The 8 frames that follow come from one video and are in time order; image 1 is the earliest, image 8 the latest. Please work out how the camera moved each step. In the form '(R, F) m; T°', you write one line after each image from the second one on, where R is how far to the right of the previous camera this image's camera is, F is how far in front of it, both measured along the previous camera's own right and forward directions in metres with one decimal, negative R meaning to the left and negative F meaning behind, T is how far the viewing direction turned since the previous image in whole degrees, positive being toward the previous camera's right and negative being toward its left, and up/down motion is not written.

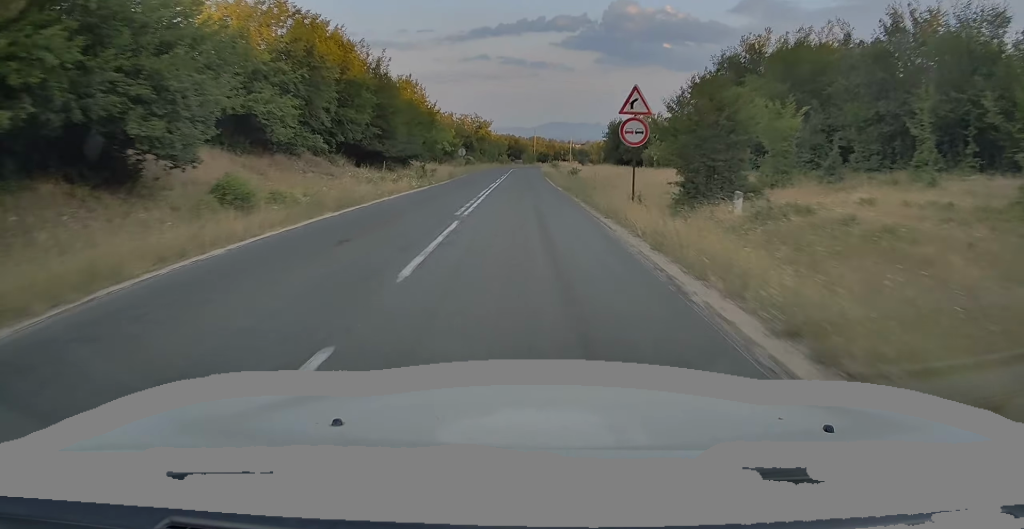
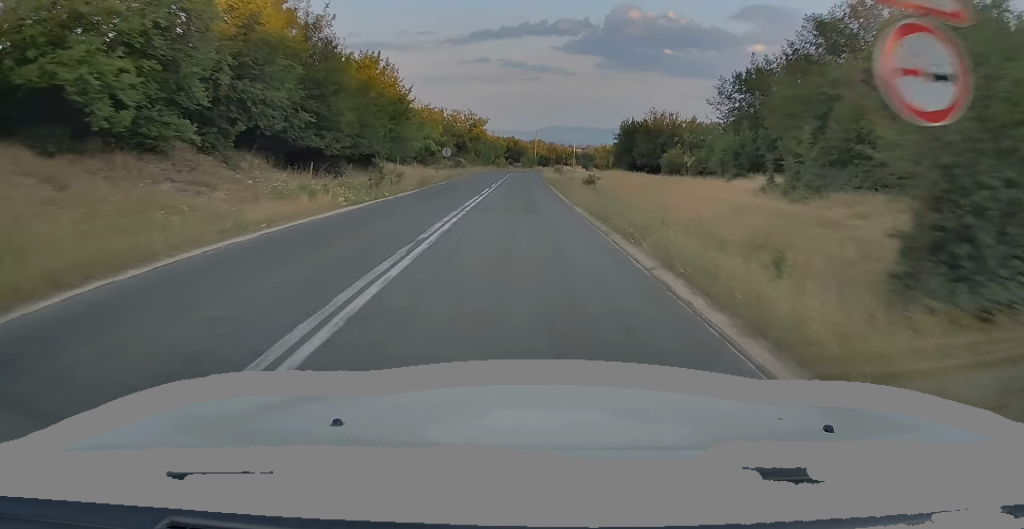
(0.0, +11.9) m; 0°
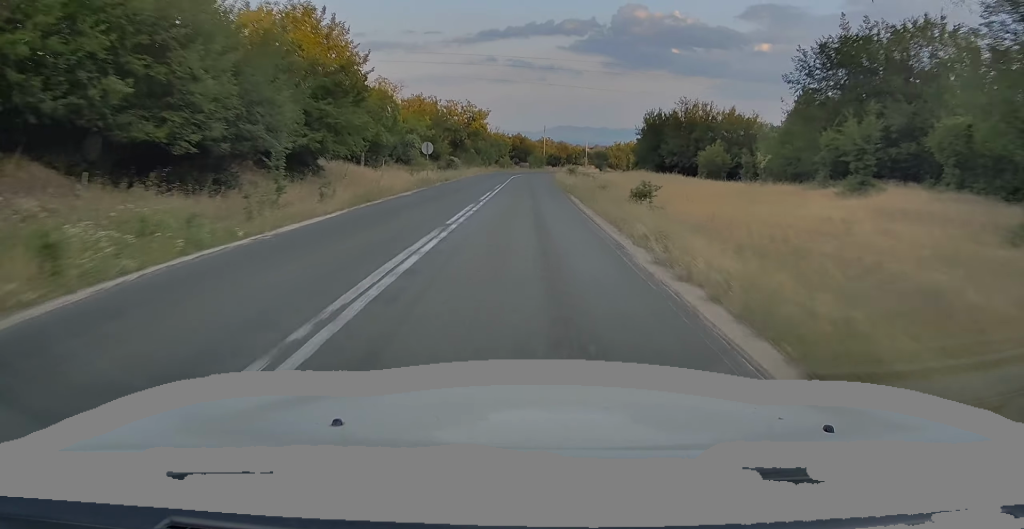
(-0.1, +13.1) m; 0°
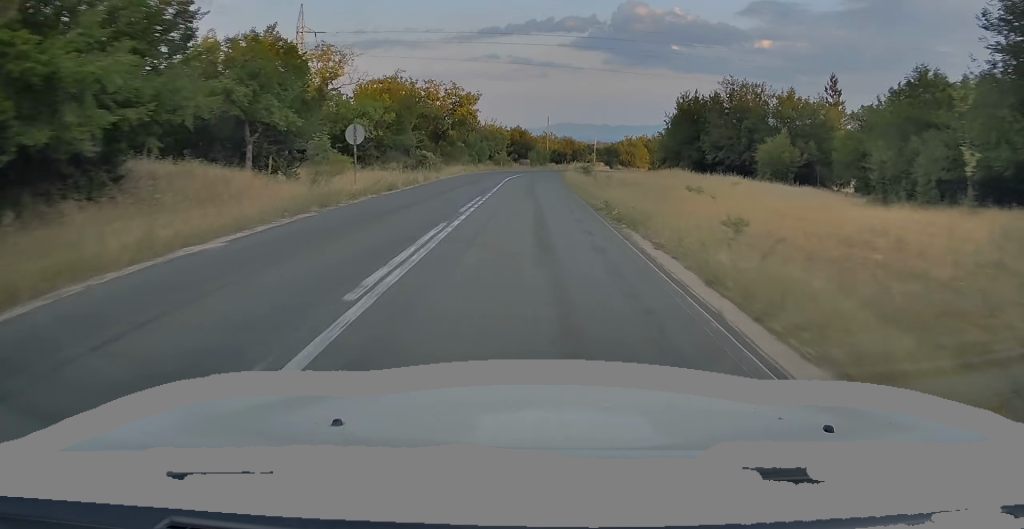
(+0.2, +16.1) m; 0°
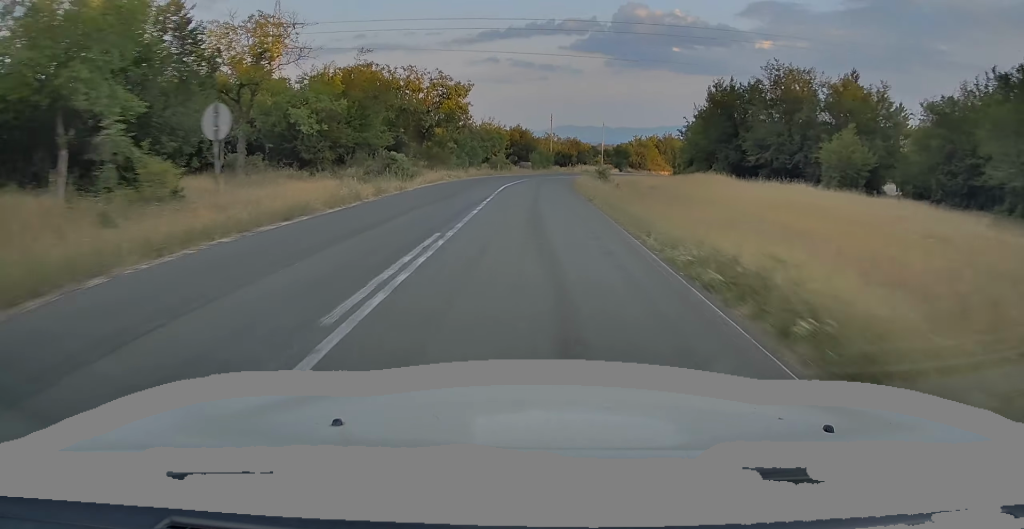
(-0.2, +10.2) m; -1°
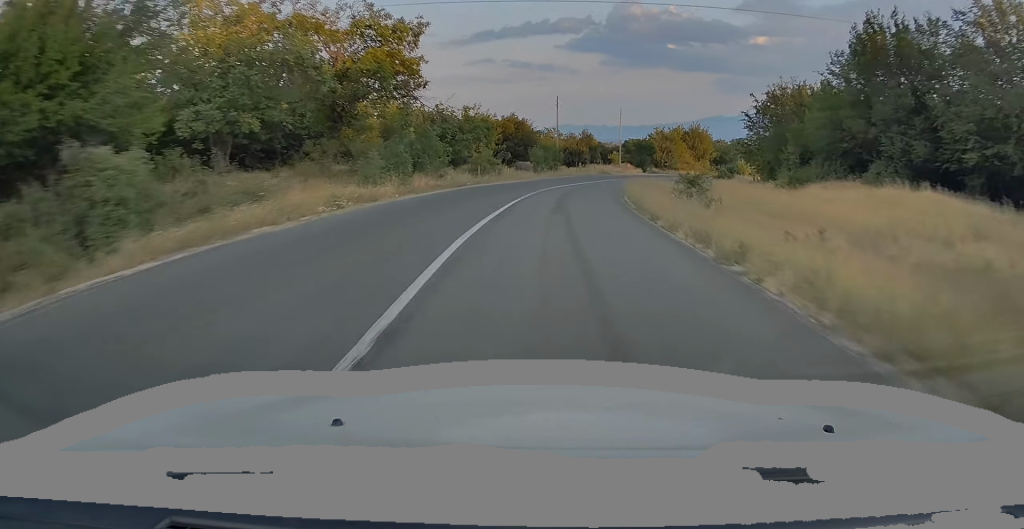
(-0.5, +23.4) m; +5°
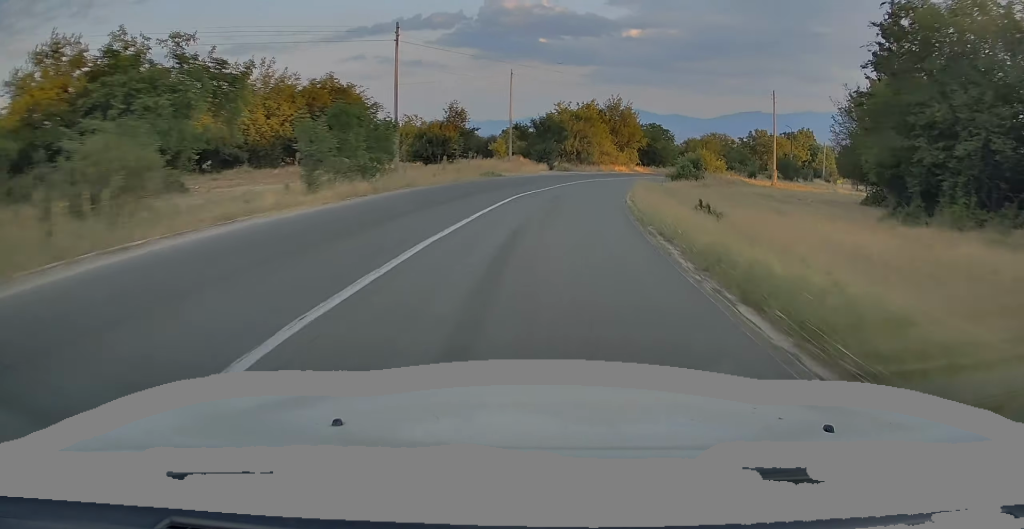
(+4.6, +33.7) m; +12°
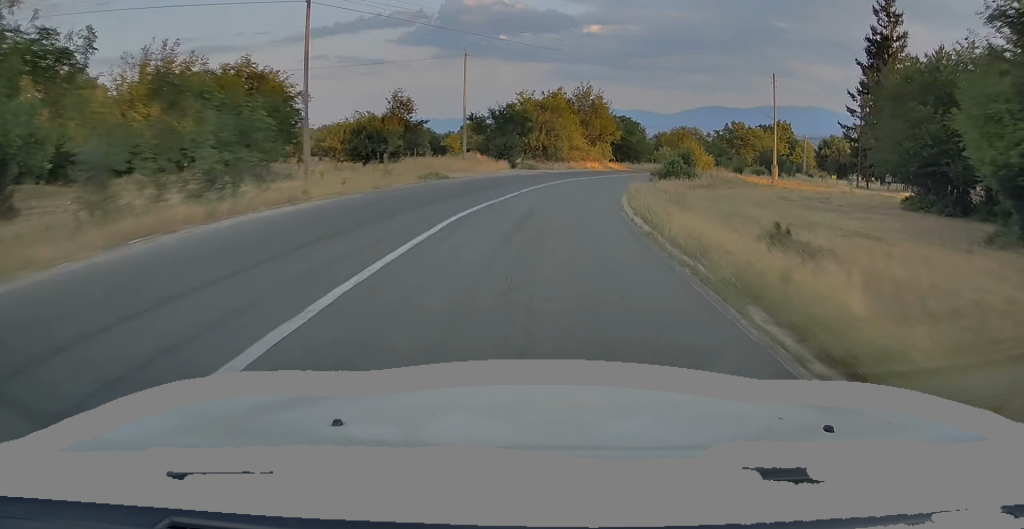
(+0.2, +8.4) m; +2°
